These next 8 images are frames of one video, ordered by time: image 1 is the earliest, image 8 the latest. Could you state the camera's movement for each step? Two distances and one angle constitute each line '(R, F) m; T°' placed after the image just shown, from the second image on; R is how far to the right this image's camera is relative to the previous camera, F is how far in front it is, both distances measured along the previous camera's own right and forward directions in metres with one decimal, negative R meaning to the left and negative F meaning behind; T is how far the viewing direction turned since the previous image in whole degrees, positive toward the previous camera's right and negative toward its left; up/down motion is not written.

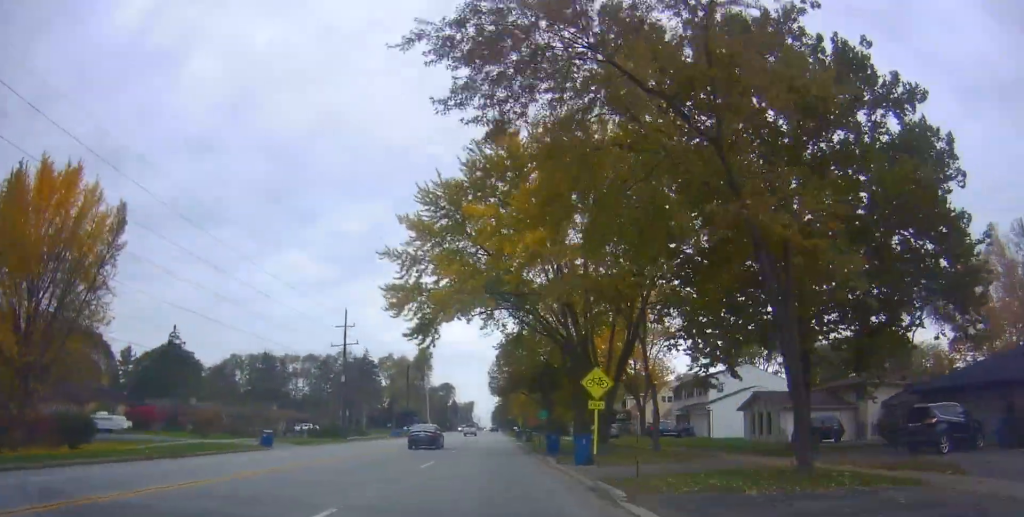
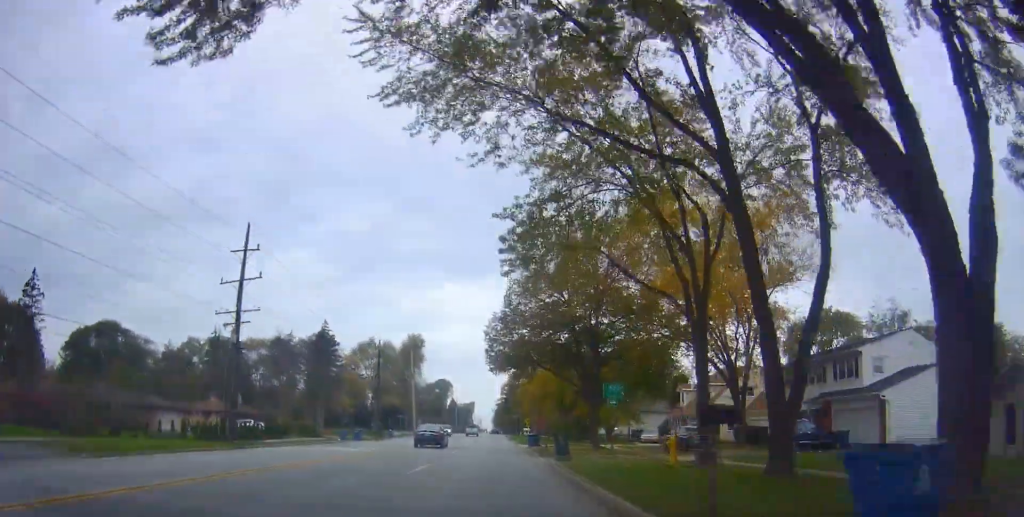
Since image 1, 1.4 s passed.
(-0.1, +27.0) m; -1°
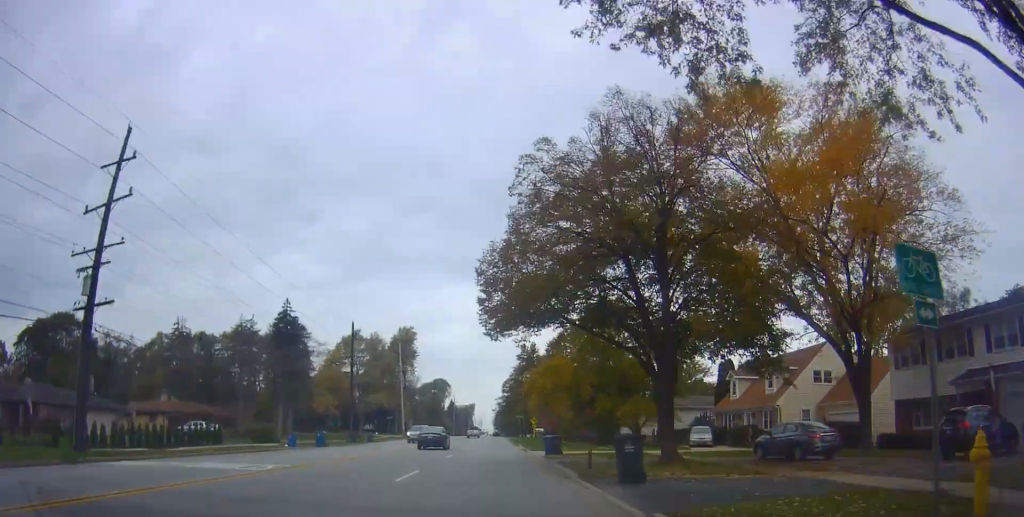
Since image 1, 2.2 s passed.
(-0.4, +14.9) m; 0°
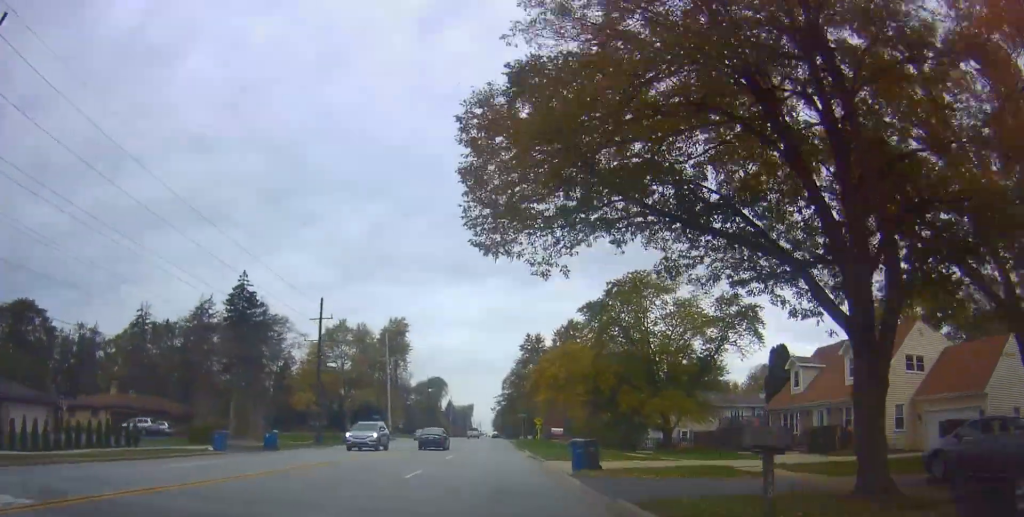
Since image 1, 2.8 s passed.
(+0.3, +11.7) m; 0°
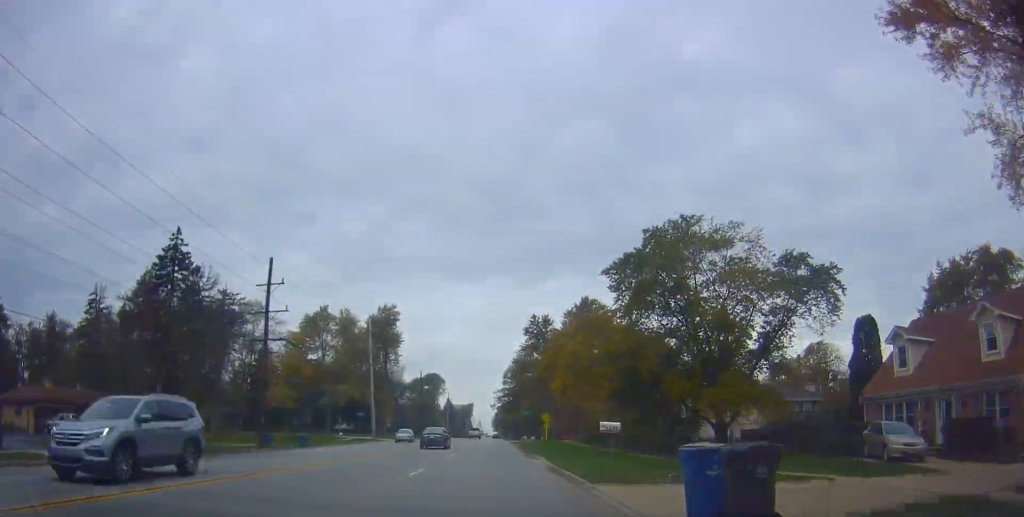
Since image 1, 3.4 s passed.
(+0.1, +12.5) m; 0°
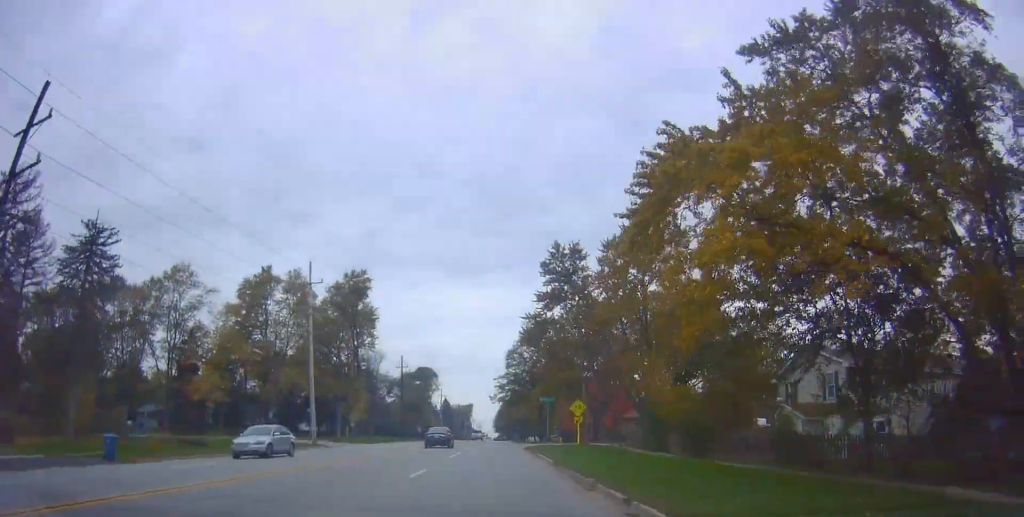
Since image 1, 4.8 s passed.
(0.0, +25.0) m; +1°
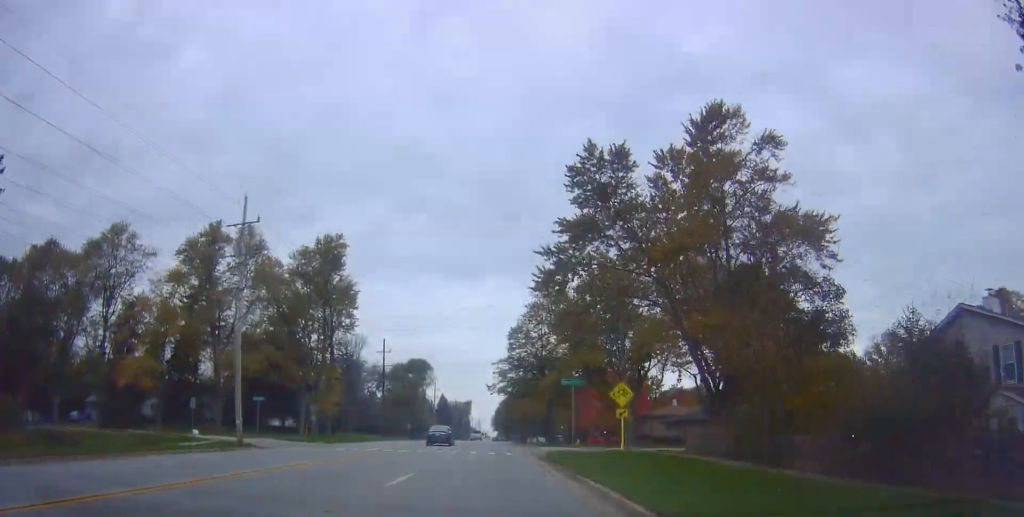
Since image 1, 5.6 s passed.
(+0.1, +14.9) m; 0°
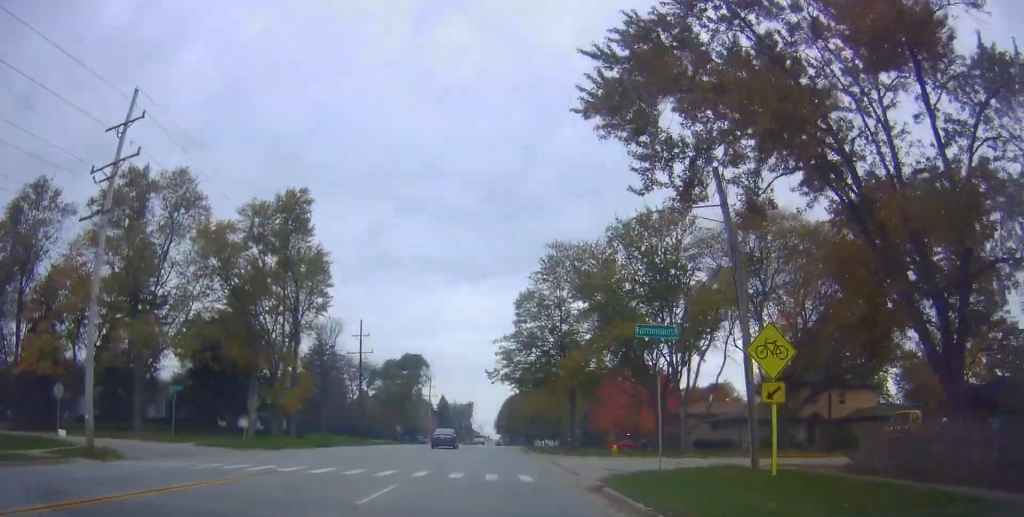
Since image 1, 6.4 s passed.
(-0.1, +15.0) m; -1°
